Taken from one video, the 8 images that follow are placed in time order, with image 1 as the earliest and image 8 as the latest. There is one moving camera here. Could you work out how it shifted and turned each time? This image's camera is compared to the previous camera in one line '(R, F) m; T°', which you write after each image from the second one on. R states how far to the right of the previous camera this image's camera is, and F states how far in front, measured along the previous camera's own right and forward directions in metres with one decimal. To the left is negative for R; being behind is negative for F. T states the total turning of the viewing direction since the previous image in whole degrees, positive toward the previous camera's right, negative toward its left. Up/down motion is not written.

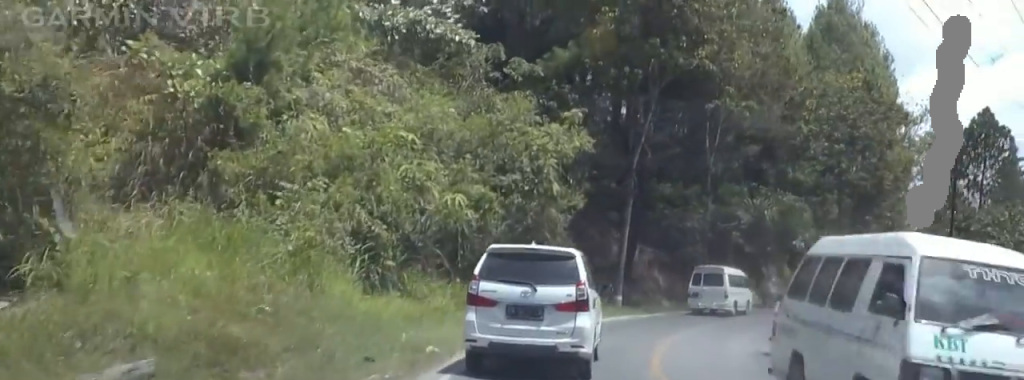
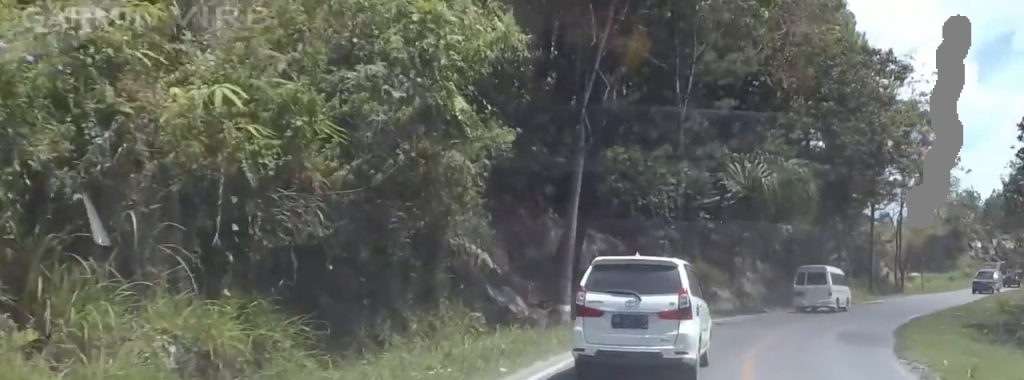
(-0.9, +14.1) m; +6°
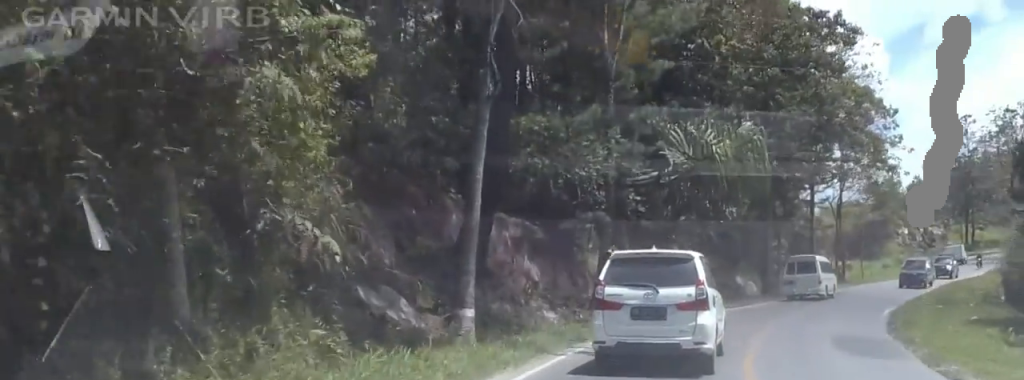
(+1.2, +6.5) m; +9°
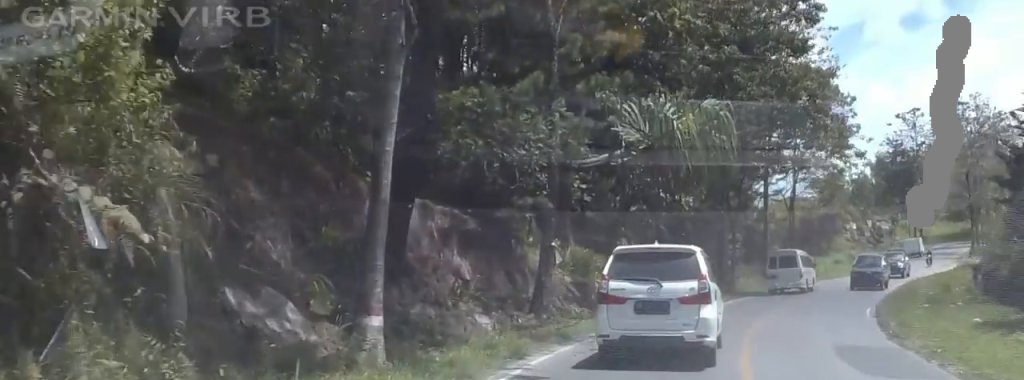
(+0.3, +4.2) m; +6°
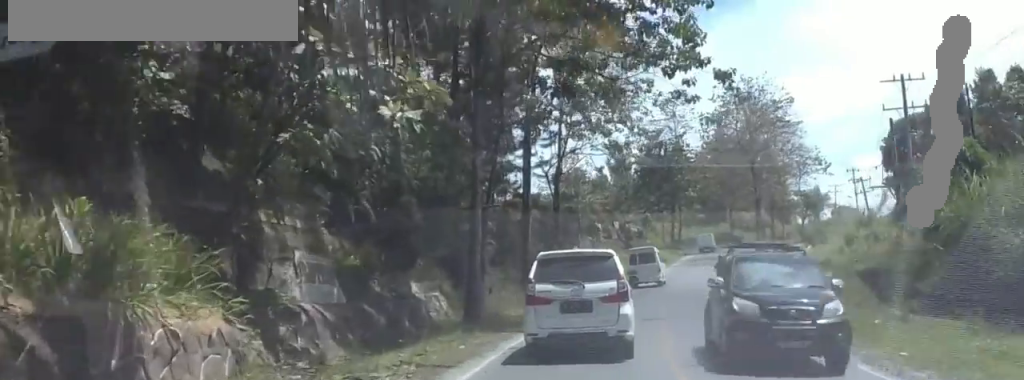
(+1.7, +21.1) m; +8°
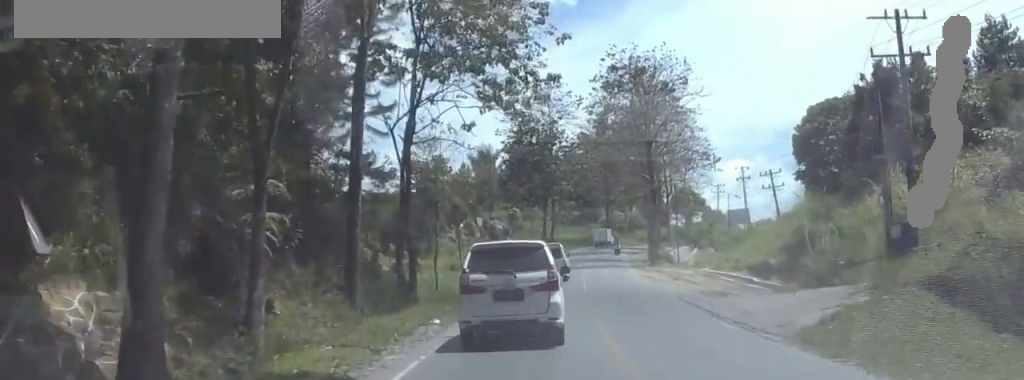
(+1.2, +14.5) m; +13°
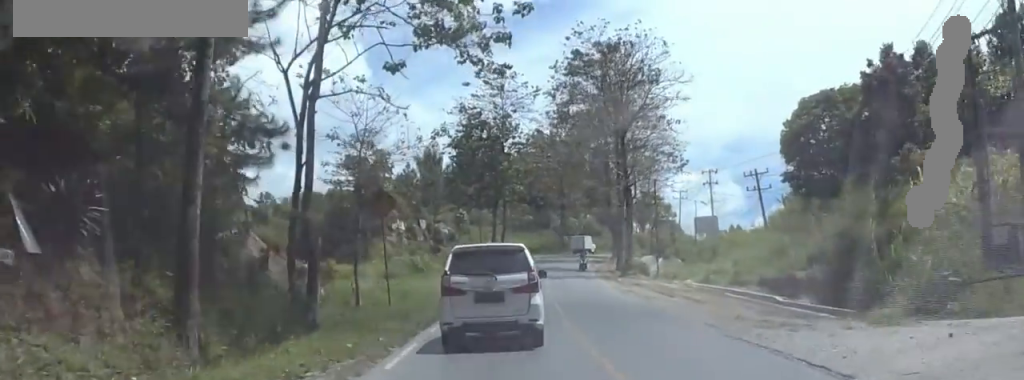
(+1.5, +10.2) m; +2°
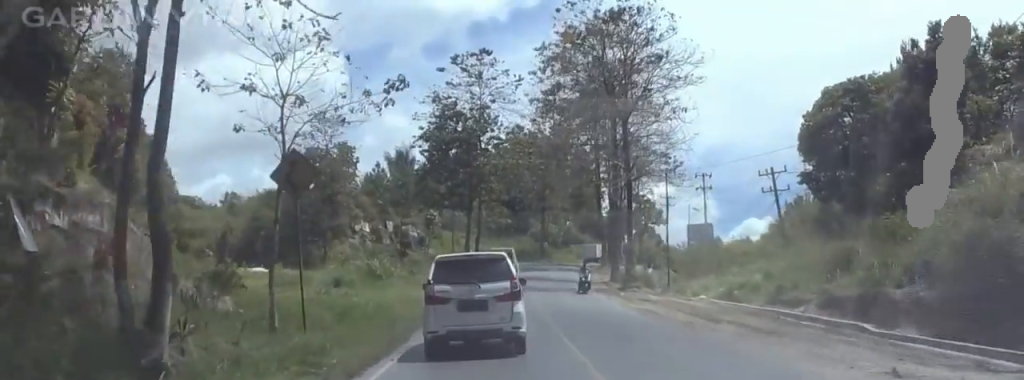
(-1.1, +9.8) m; -6°
